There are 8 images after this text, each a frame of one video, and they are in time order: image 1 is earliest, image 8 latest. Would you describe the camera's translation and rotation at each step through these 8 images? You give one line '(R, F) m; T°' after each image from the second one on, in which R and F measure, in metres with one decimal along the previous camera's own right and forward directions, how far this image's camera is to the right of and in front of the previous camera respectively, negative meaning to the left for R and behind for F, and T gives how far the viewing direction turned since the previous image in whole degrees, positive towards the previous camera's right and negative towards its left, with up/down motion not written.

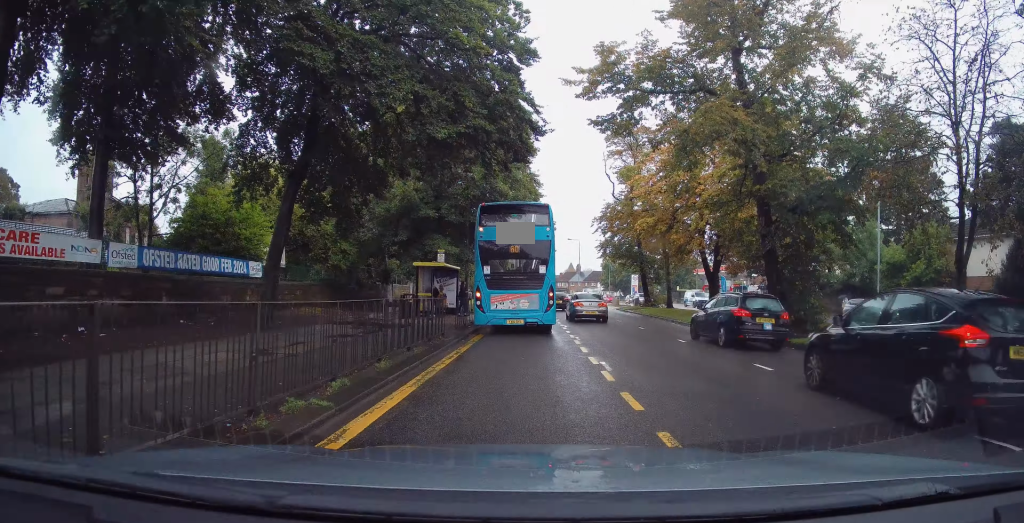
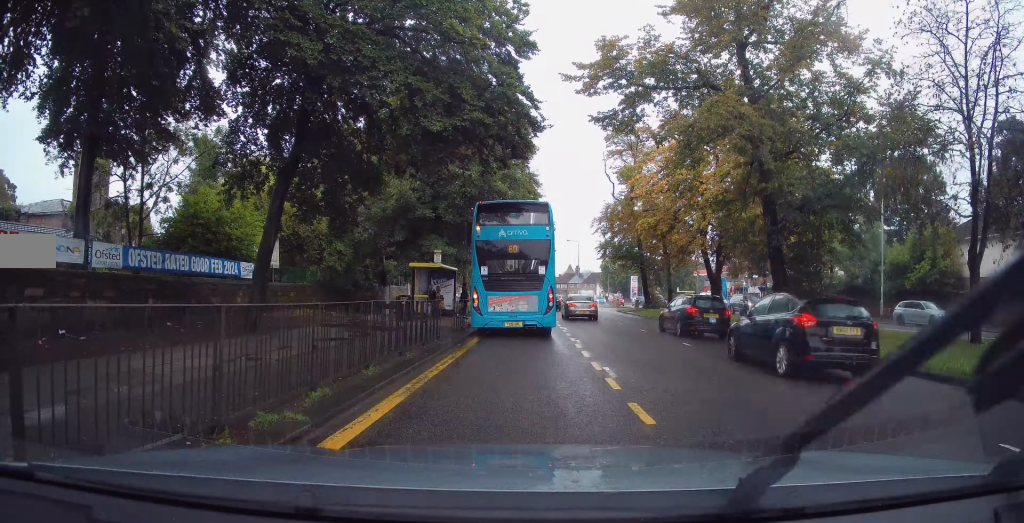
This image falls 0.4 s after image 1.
(0.0, +0.7) m; 0°
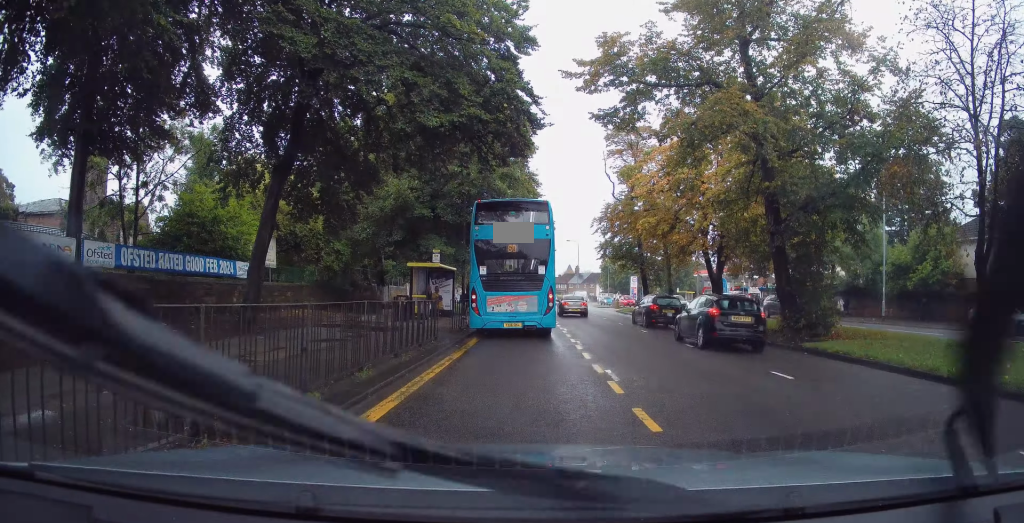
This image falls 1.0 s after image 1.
(+0.1, +0.8) m; 0°
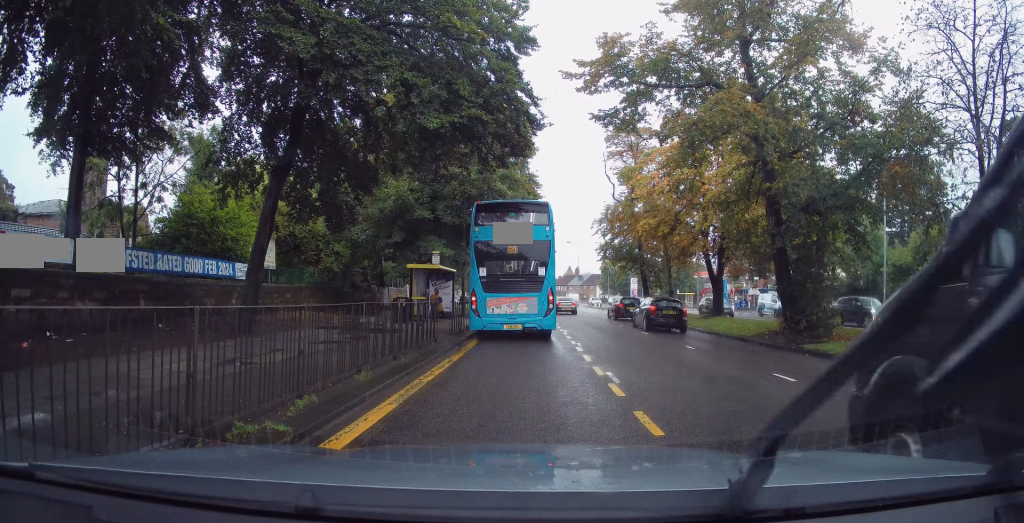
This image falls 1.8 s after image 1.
(+0.2, 0.0) m; 0°
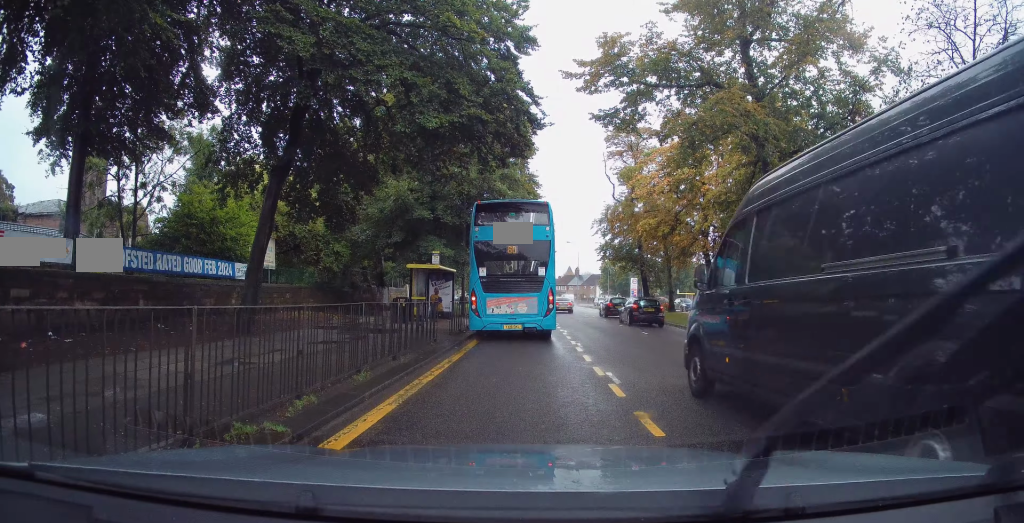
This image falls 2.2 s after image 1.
(+0.1, 0.0) m; 0°
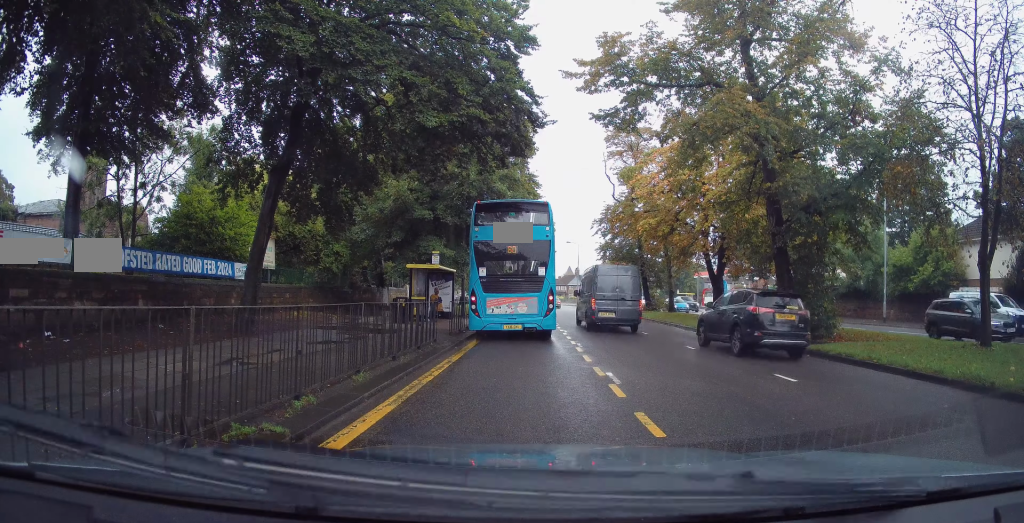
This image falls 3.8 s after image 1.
(0.0, 0.0) m; 0°
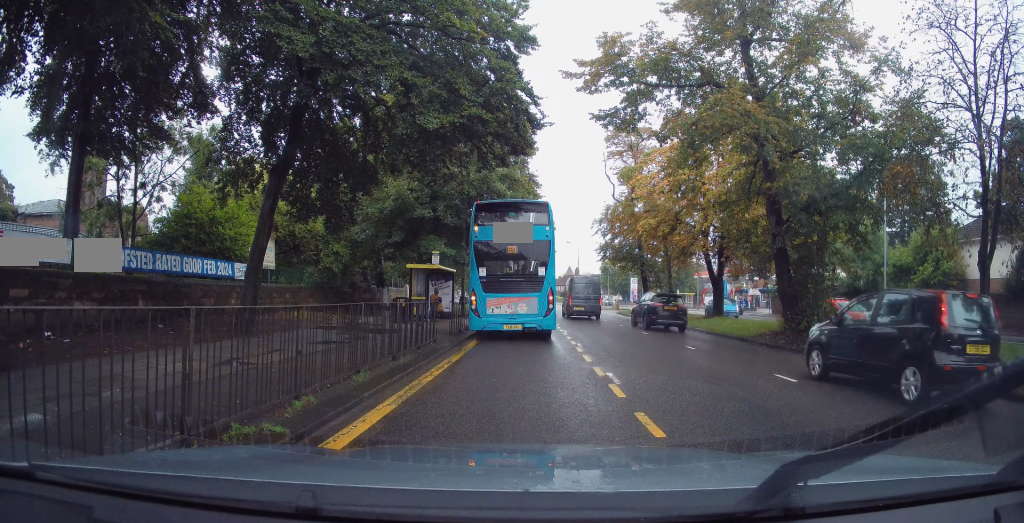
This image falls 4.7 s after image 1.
(0.0, 0.0) m; 0°
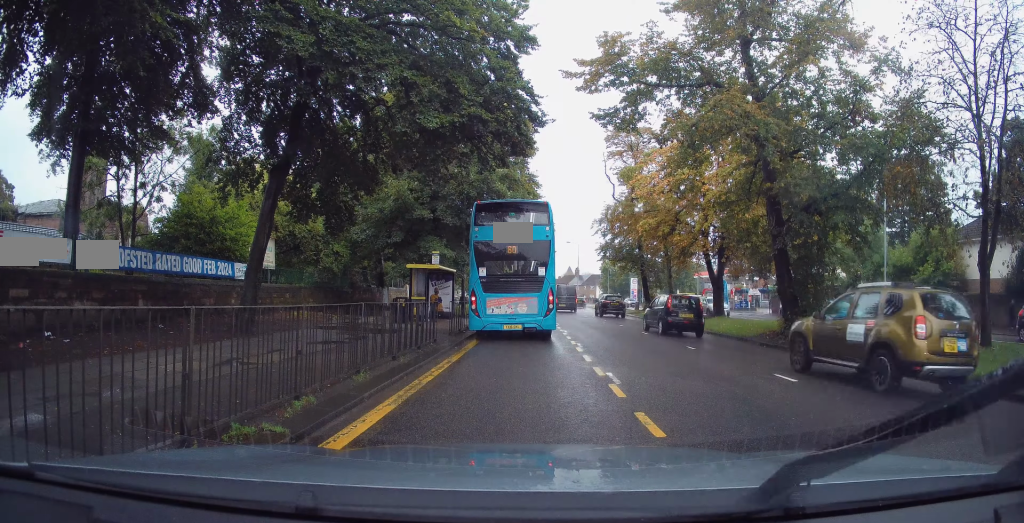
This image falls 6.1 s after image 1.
(0.0, 0.0) m; 0°
